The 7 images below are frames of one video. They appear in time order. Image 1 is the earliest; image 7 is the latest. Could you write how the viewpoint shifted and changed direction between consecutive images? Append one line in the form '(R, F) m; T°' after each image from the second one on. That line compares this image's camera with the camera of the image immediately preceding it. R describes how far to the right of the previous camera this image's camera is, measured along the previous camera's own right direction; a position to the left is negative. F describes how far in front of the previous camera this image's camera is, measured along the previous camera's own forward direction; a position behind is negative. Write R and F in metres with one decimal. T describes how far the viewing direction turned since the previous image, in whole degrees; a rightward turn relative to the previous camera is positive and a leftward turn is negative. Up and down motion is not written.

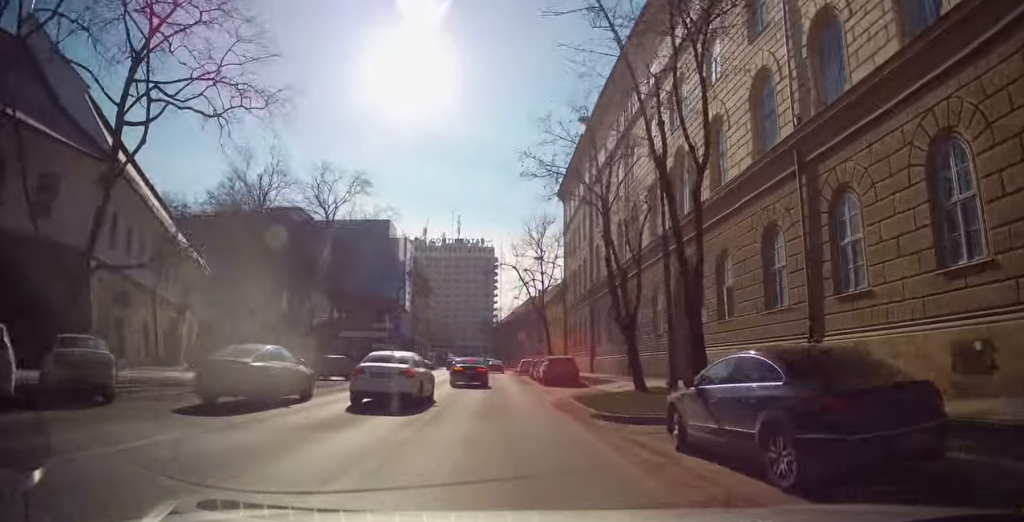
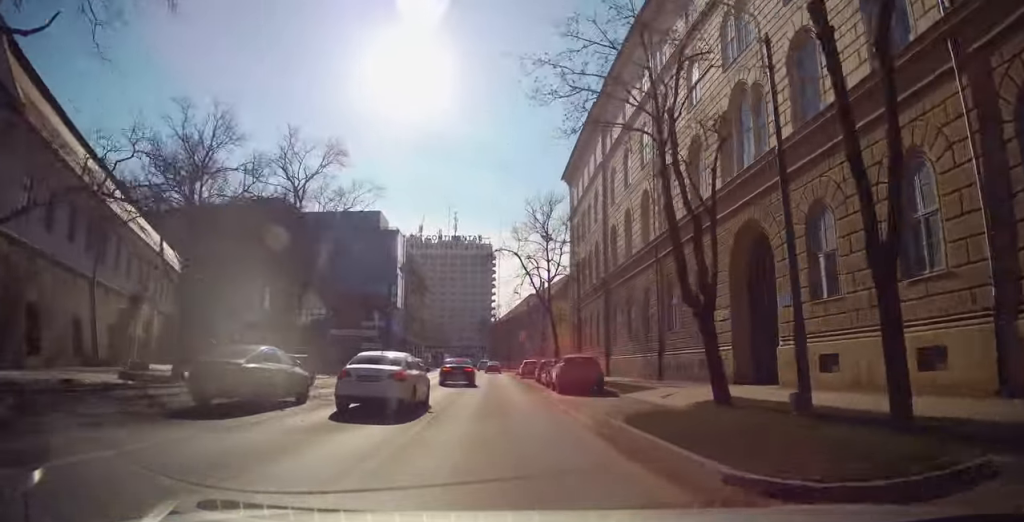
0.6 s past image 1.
(0.0, +6.3) m; +1°
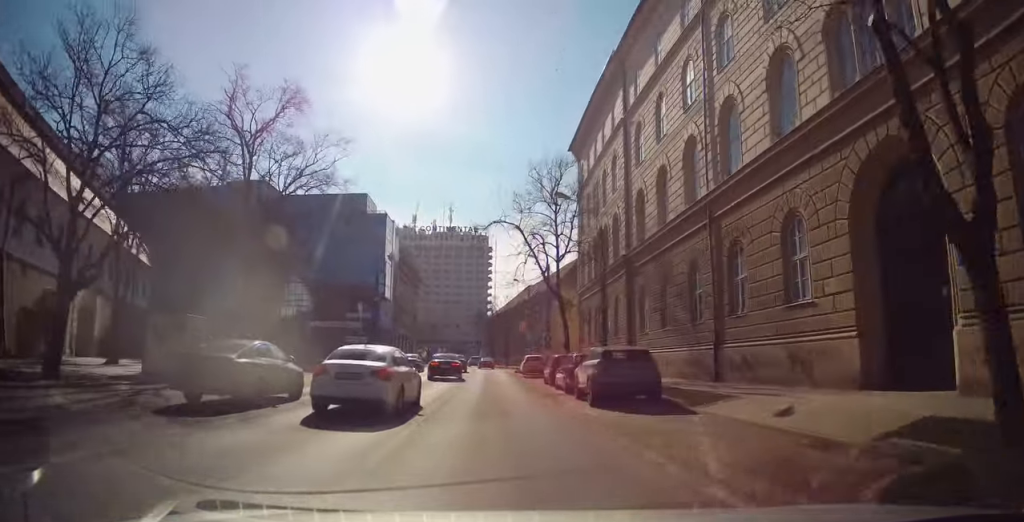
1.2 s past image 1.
(+0.1, +6.9) m; +1°
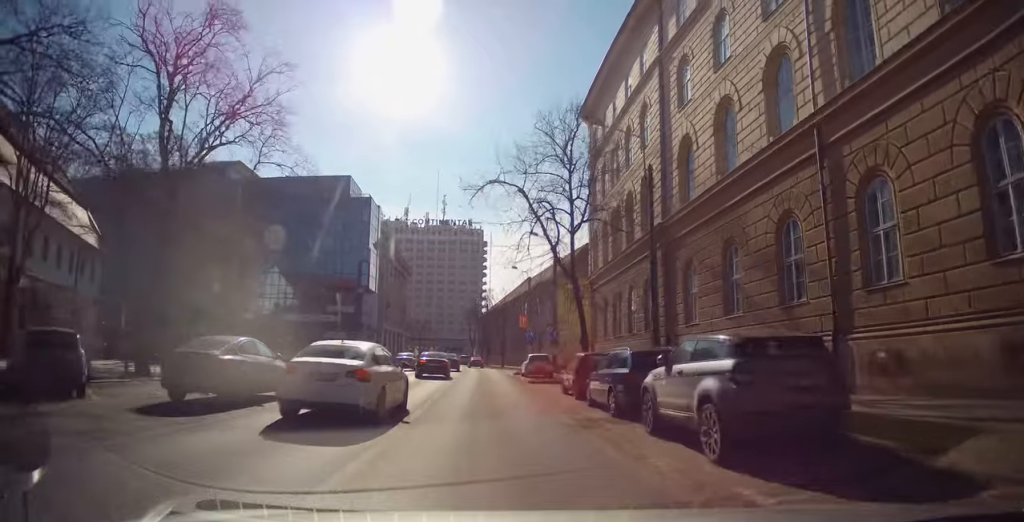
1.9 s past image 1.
(+0.1, +7.6) m; +1°
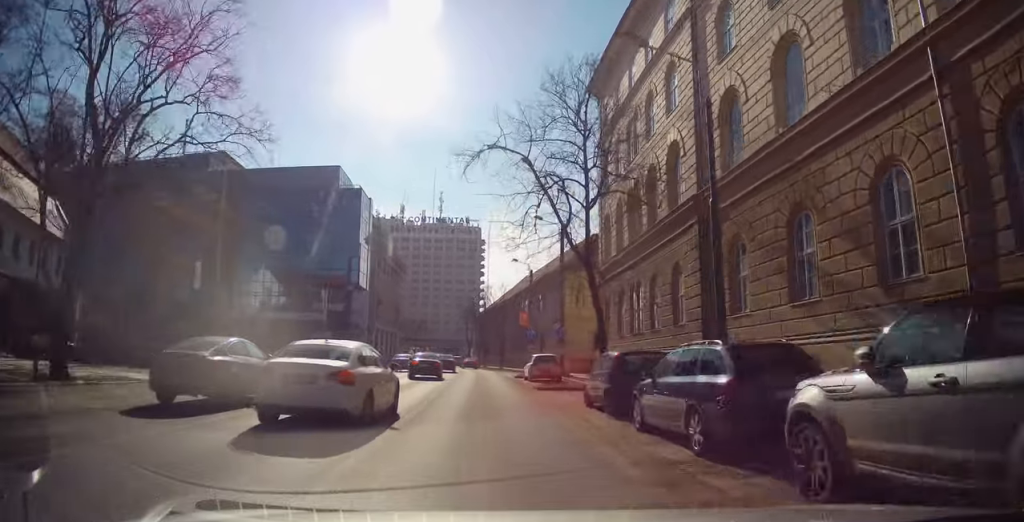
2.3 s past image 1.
(0.0, +4.7) m; 0°
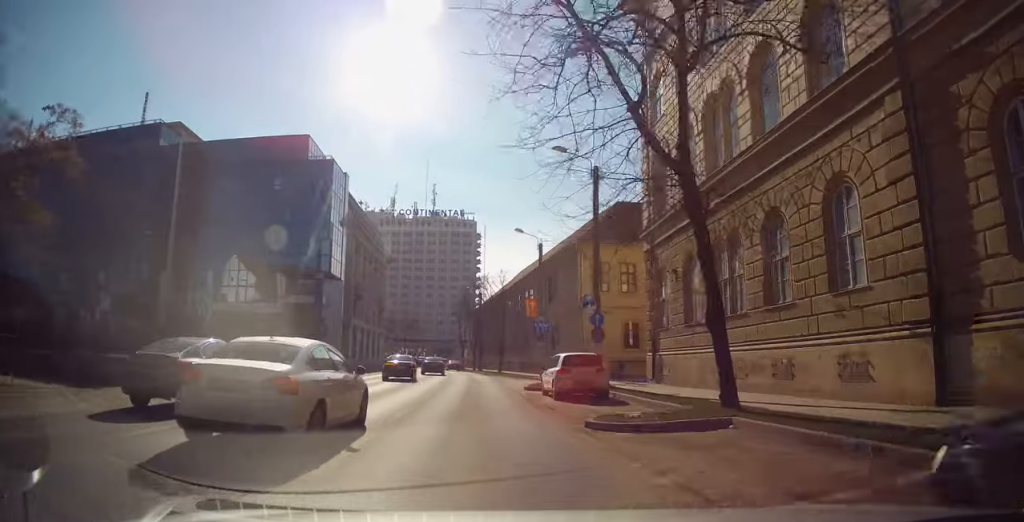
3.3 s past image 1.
(0.0, +12.4) m; -2°
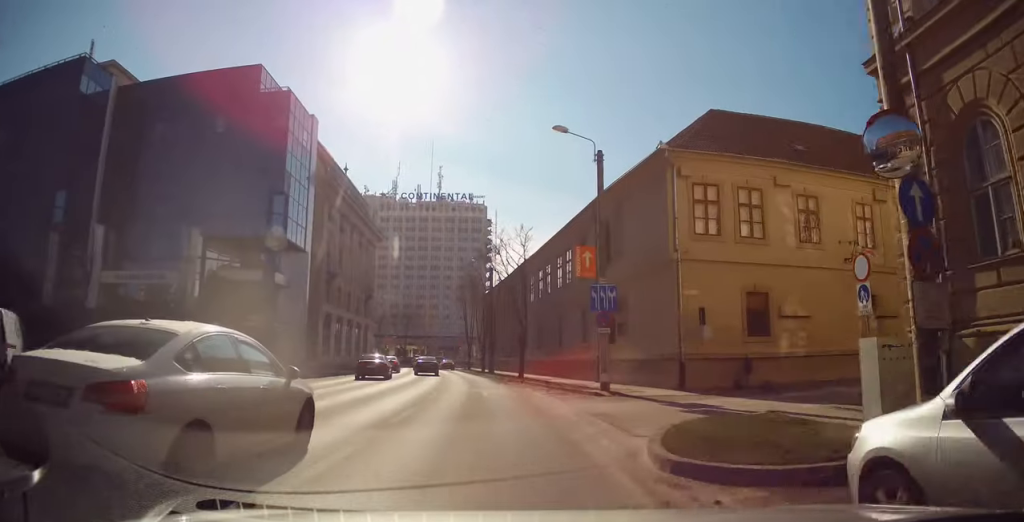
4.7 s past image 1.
(-0.8, +17.1) m; -4°
